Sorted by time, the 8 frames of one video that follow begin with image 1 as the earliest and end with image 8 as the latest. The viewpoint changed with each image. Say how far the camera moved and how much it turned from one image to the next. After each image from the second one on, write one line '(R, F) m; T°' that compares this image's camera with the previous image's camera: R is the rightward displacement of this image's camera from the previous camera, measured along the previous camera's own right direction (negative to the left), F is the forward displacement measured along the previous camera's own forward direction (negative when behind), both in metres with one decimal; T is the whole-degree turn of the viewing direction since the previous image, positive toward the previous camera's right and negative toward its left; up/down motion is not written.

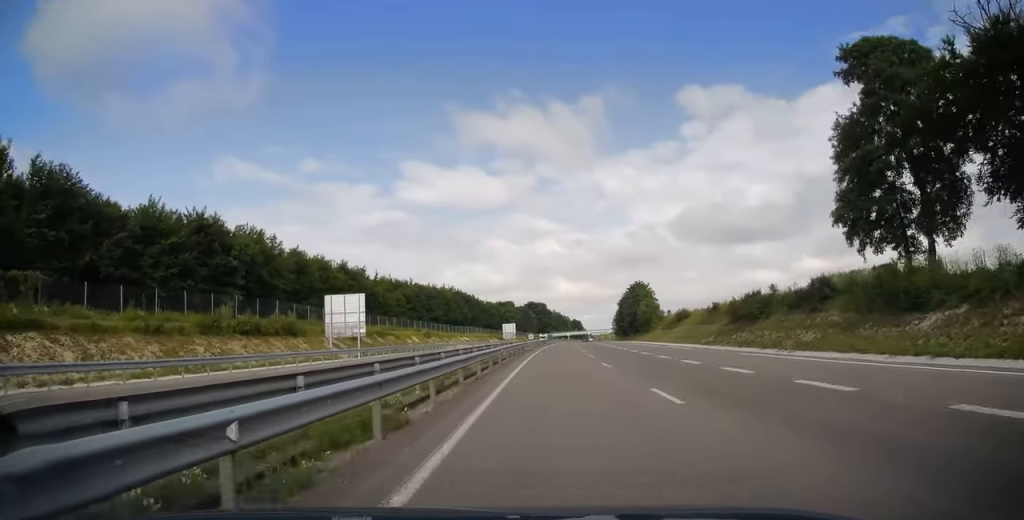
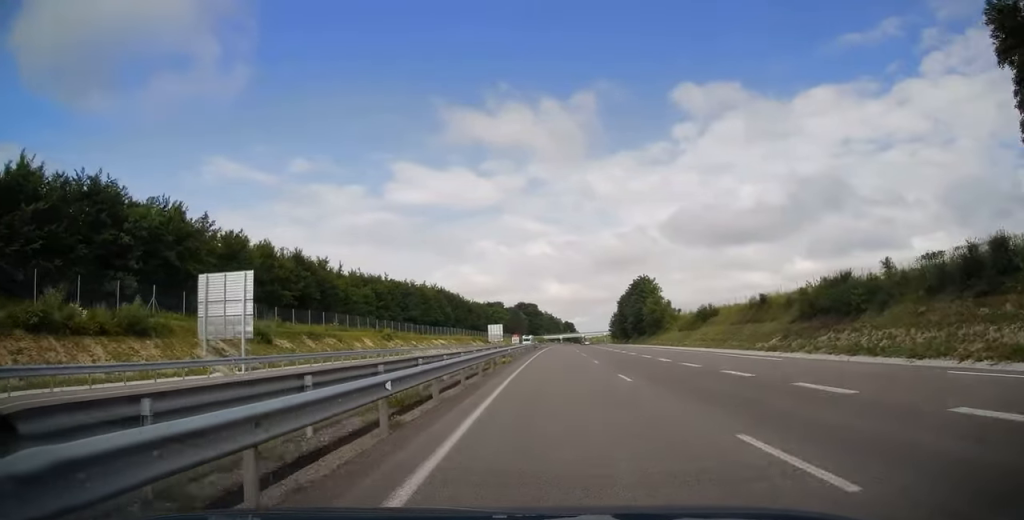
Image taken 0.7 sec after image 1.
(0.0, +19.5) m; +1°
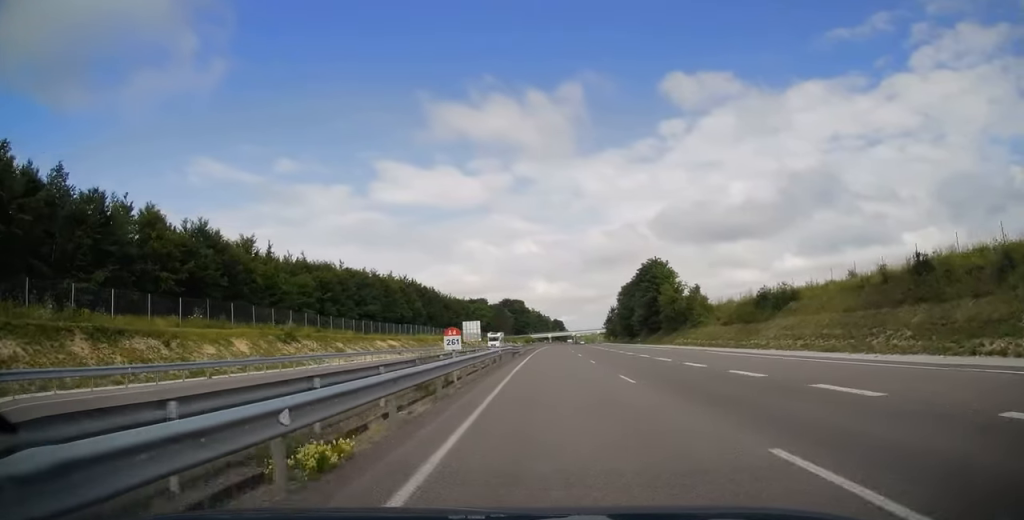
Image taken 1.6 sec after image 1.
(+0.4, +27.3) m; +1°
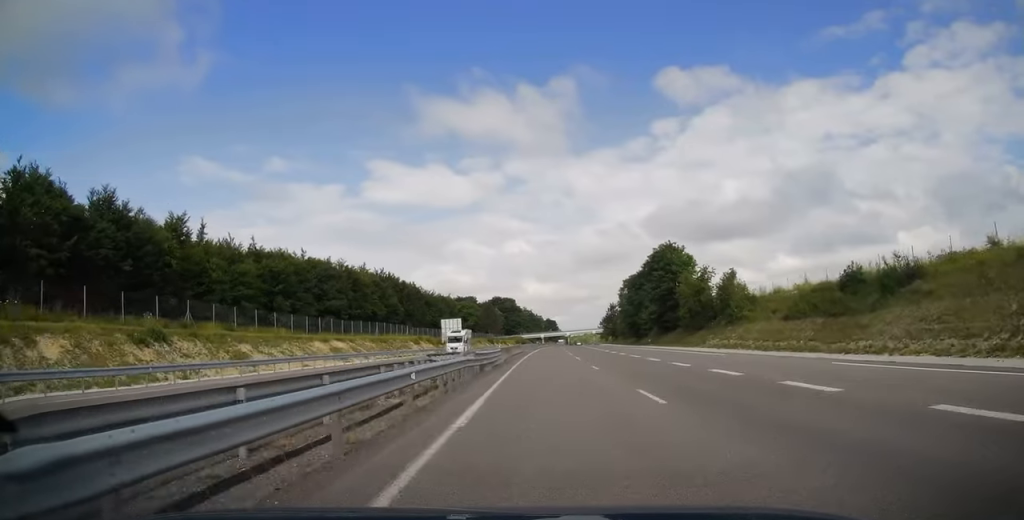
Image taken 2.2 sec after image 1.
(0.0, +18.1) m; 0°
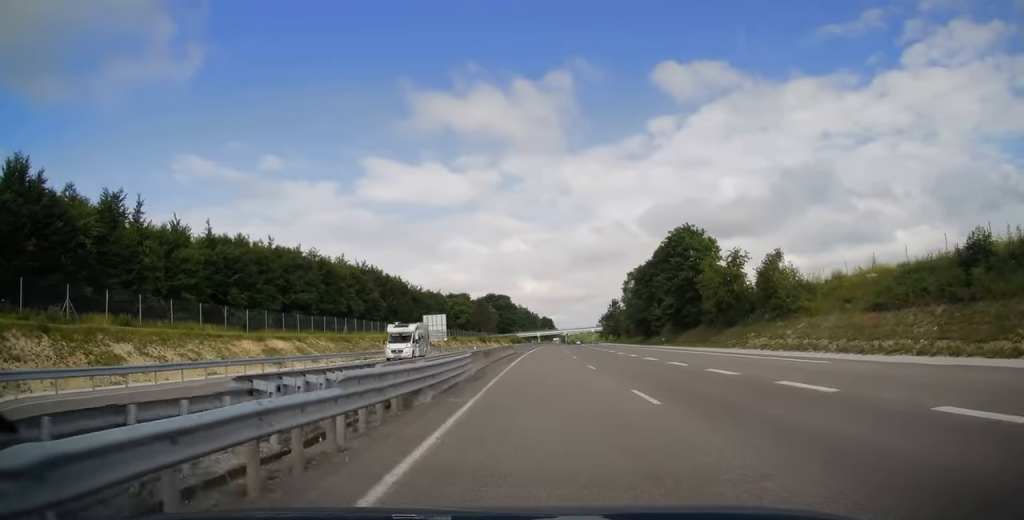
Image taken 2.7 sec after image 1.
(0.0, +13.2) m; 0°
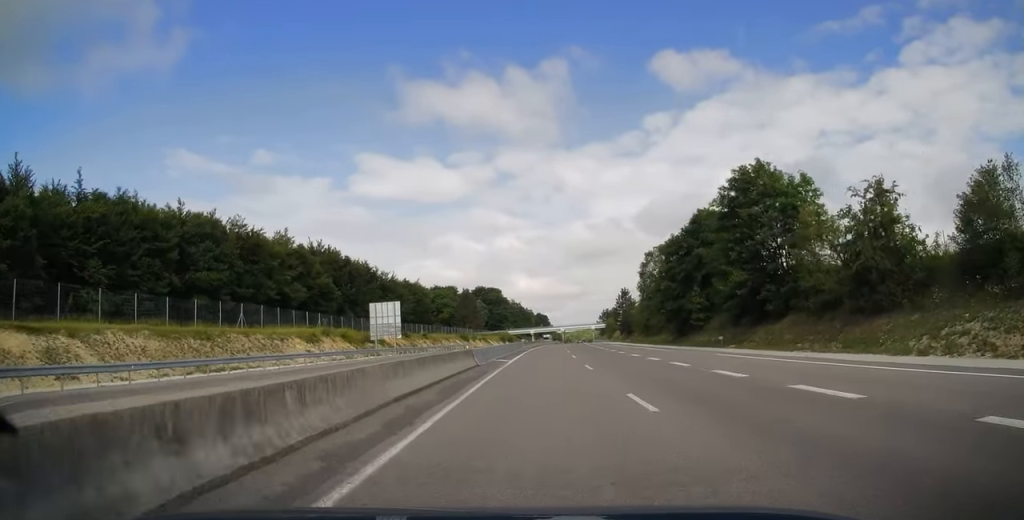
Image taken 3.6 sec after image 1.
(+0.4, +27.5) m; +1°
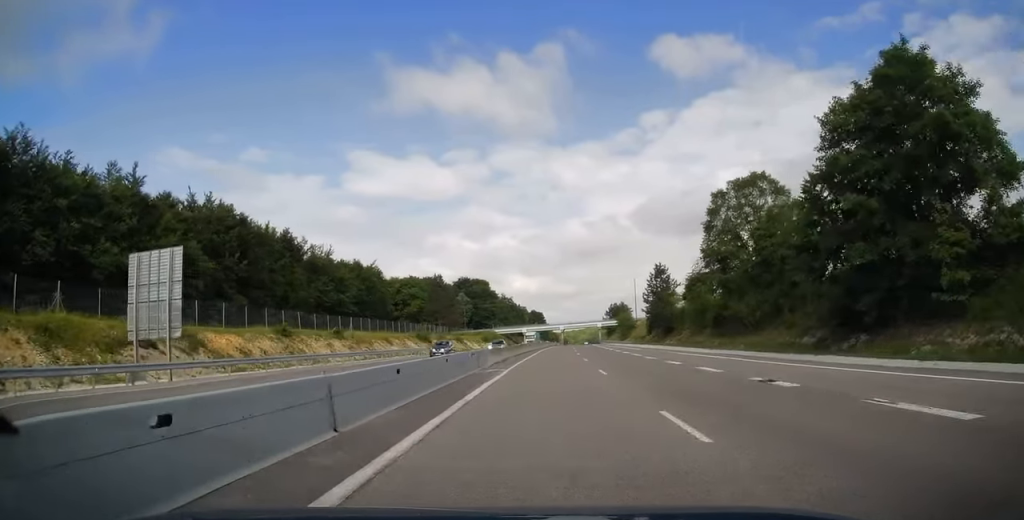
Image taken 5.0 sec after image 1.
(0.0, +42.2) m; +1°
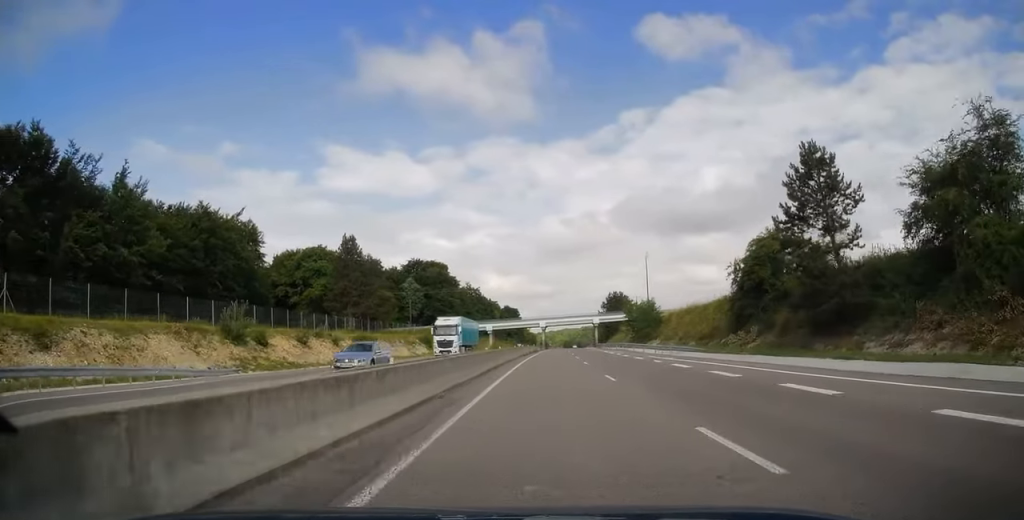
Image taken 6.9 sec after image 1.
(+1.1, +54.0) m; +2°
